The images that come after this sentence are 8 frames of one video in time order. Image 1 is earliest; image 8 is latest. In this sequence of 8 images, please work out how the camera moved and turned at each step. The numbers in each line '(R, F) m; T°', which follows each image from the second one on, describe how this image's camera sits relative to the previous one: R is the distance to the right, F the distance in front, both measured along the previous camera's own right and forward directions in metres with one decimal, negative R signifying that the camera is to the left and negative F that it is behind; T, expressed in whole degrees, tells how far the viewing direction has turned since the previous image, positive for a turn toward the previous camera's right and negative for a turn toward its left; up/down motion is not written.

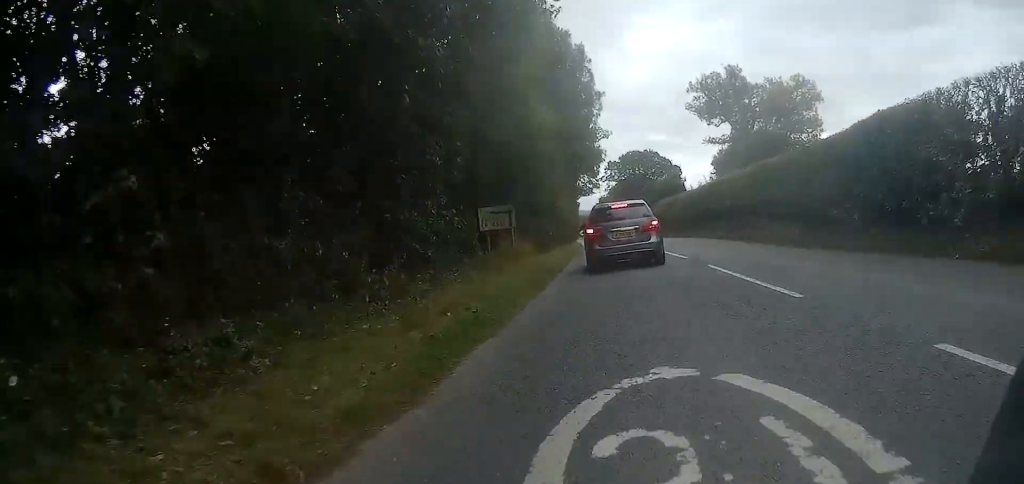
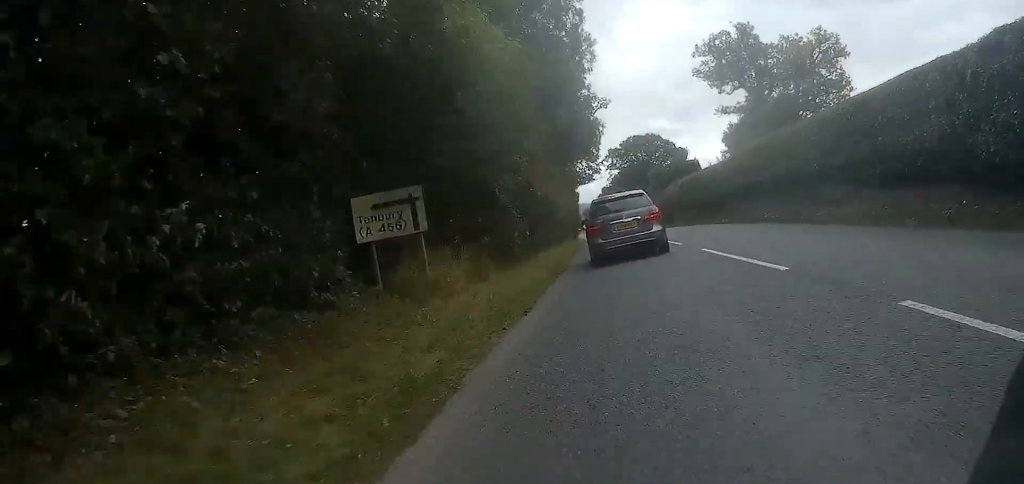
(-0.2, +8.3) m; -2°
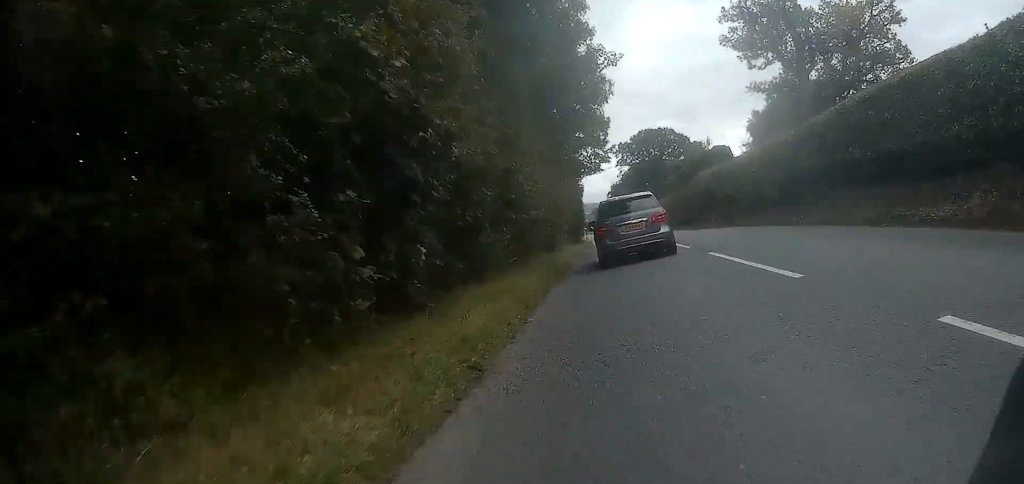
(-0.1, +9.5) m; -1°
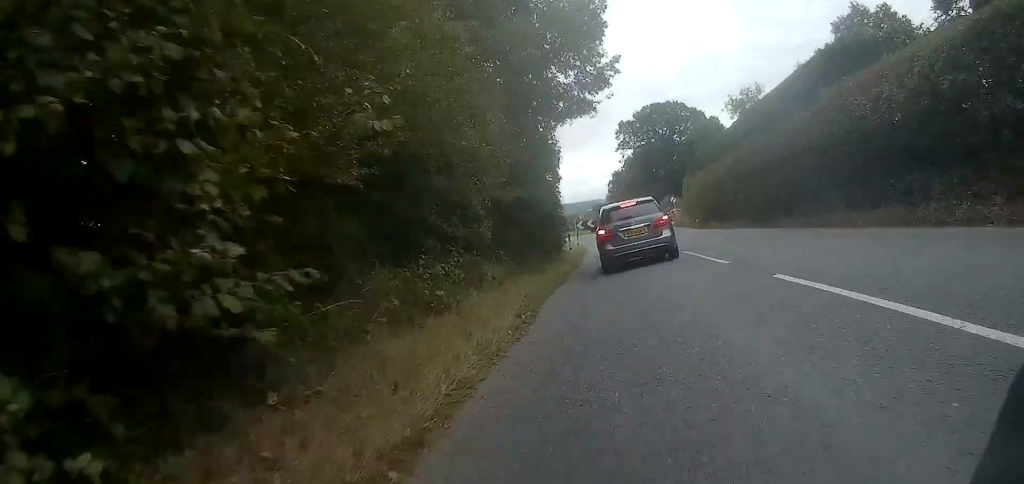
(-0.5, +22.5) m; -2°
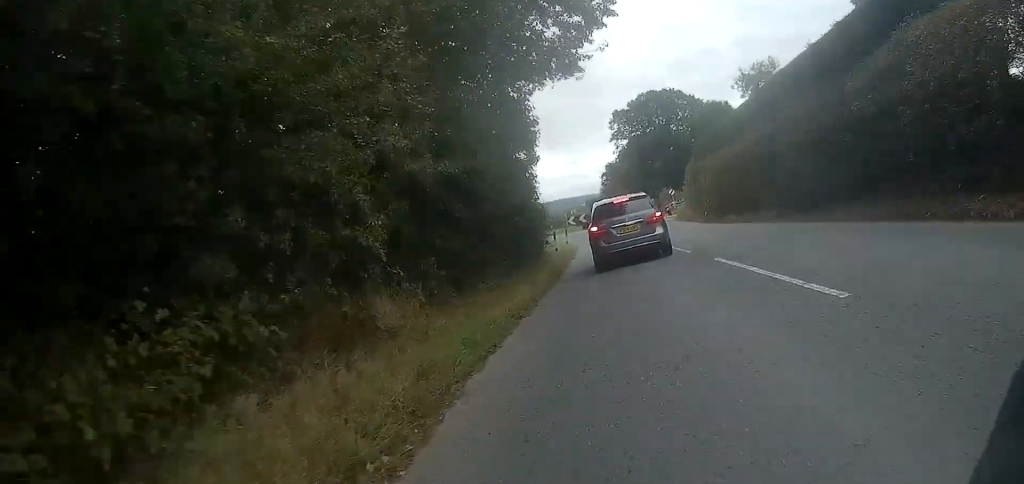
(-0.1, +5.4) m; -1°
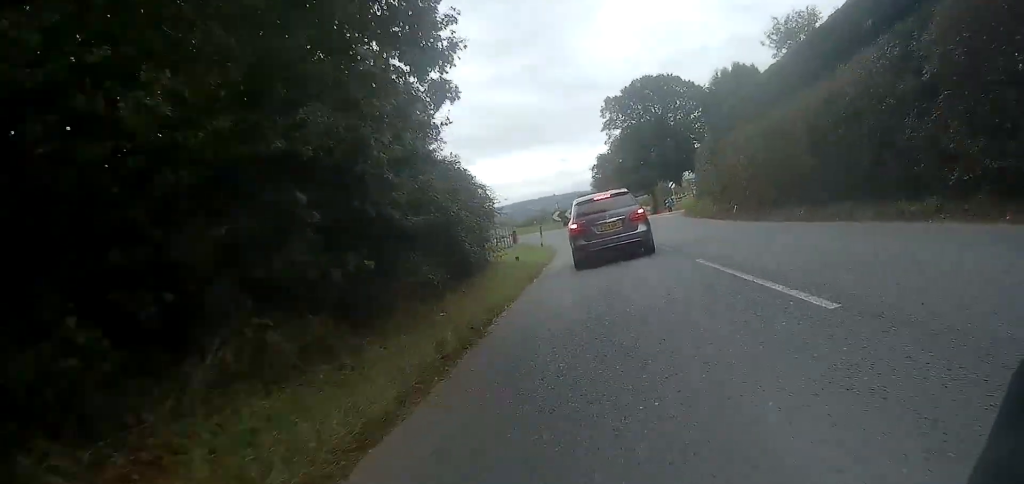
(0.0, +9.4) m; -1°
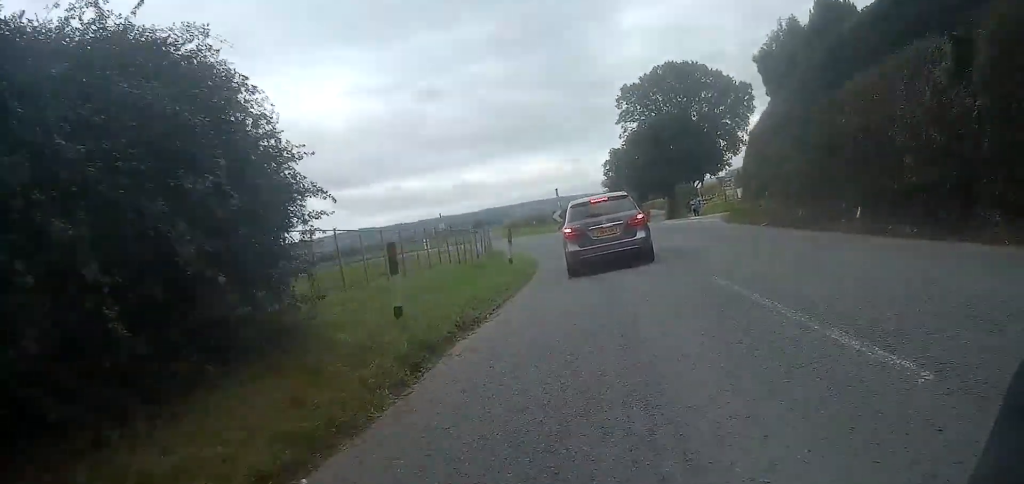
(-0.1, +11.2) m; -2°
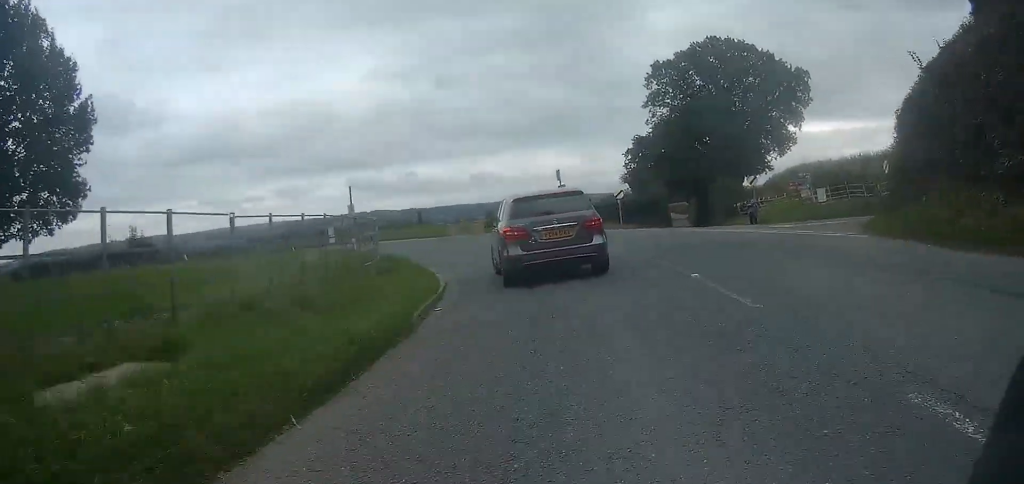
(-0.3, +14.8) m; -3°
